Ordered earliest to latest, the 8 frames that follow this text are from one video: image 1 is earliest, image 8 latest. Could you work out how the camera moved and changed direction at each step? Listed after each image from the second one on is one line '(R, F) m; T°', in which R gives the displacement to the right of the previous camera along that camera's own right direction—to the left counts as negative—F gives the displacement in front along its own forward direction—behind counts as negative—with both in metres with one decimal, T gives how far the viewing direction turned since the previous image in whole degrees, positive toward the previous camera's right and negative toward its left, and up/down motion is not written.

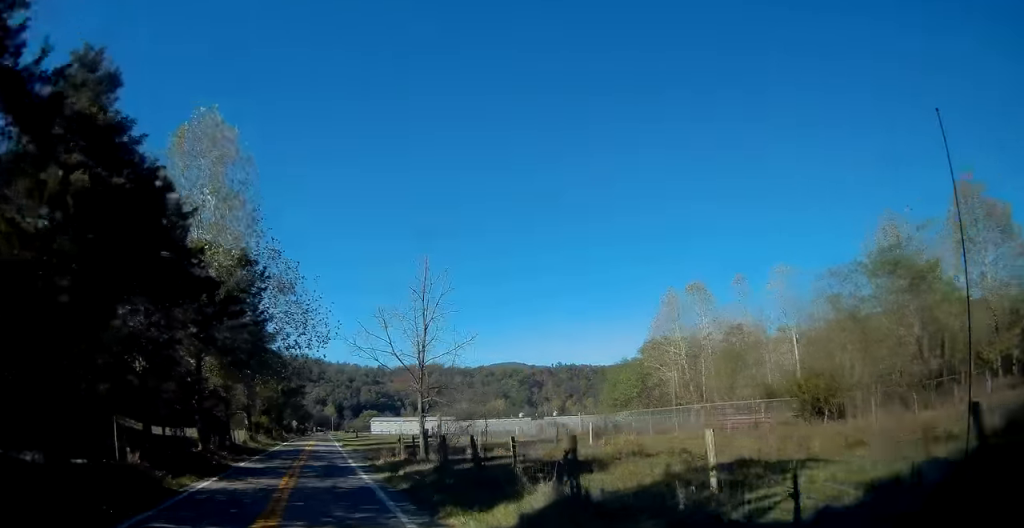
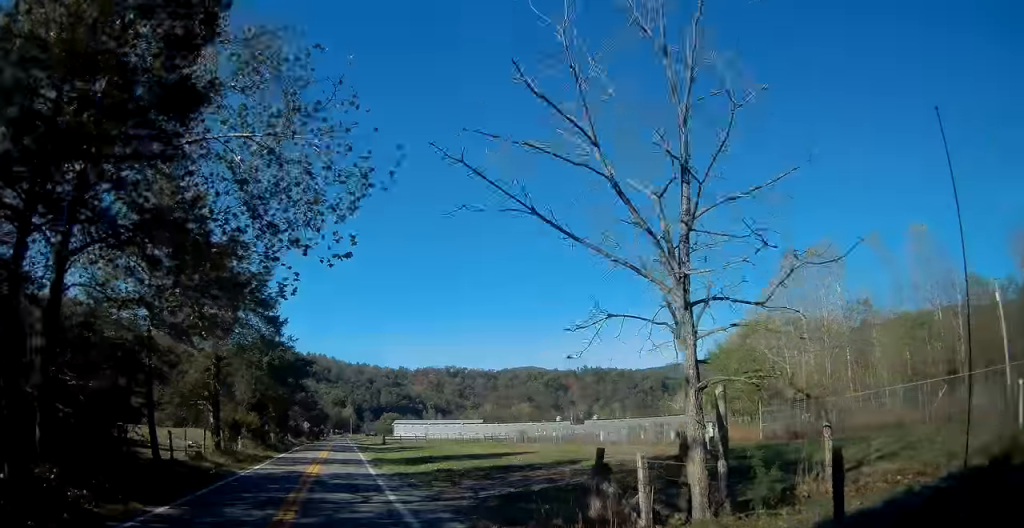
(-1.8, +20.5) m; -7°
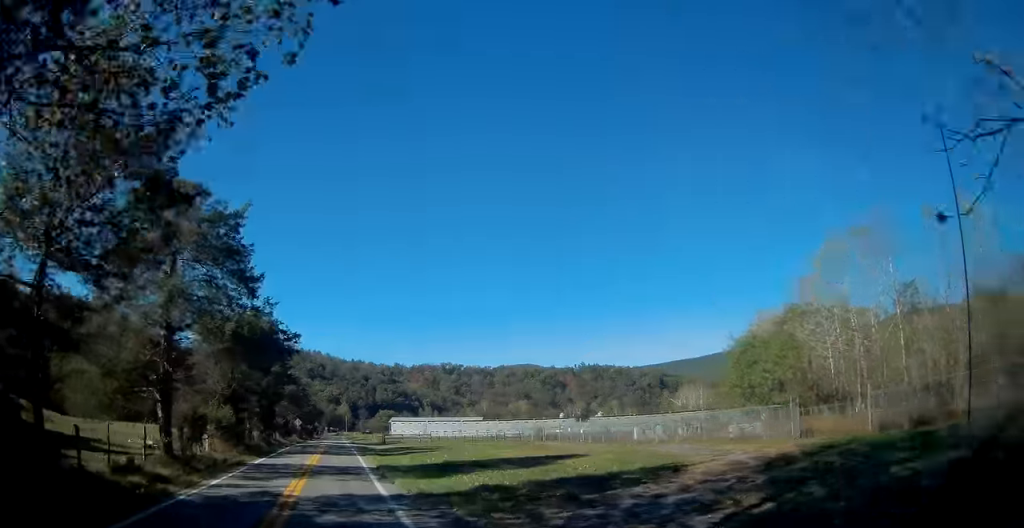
(0.0, +8.3) m; 0°
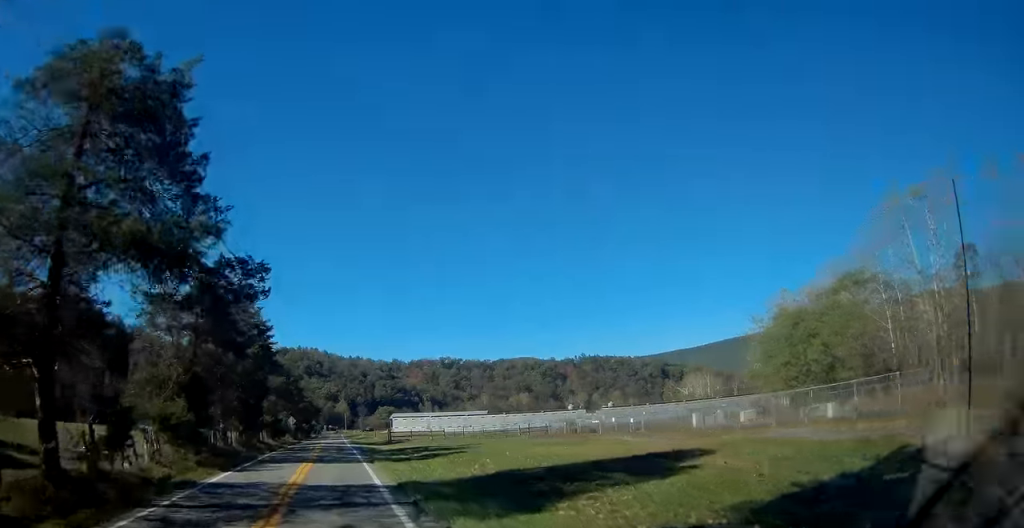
(0.0, +9.5) m; 0°
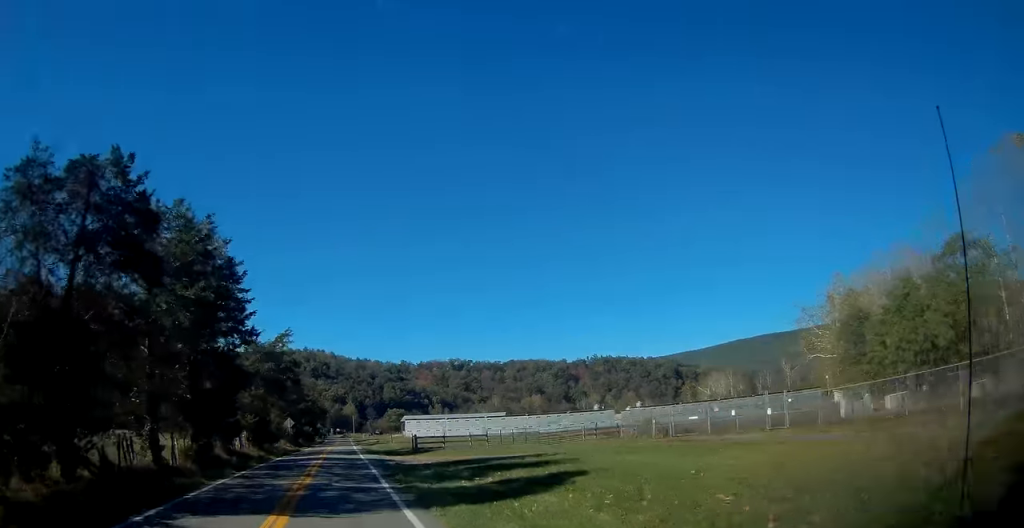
(-0.1, +15.0) m; 0°
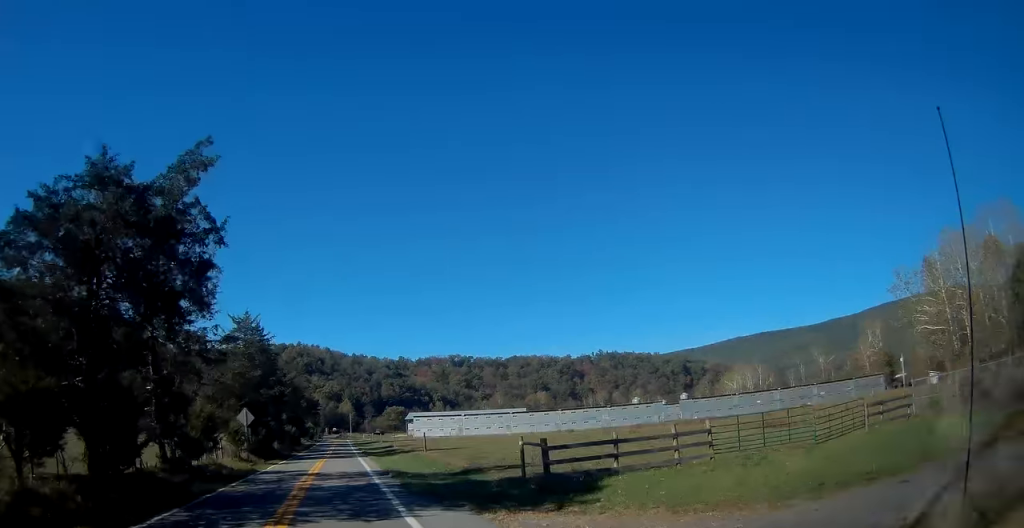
(+0.1, +29.6) m; 0°
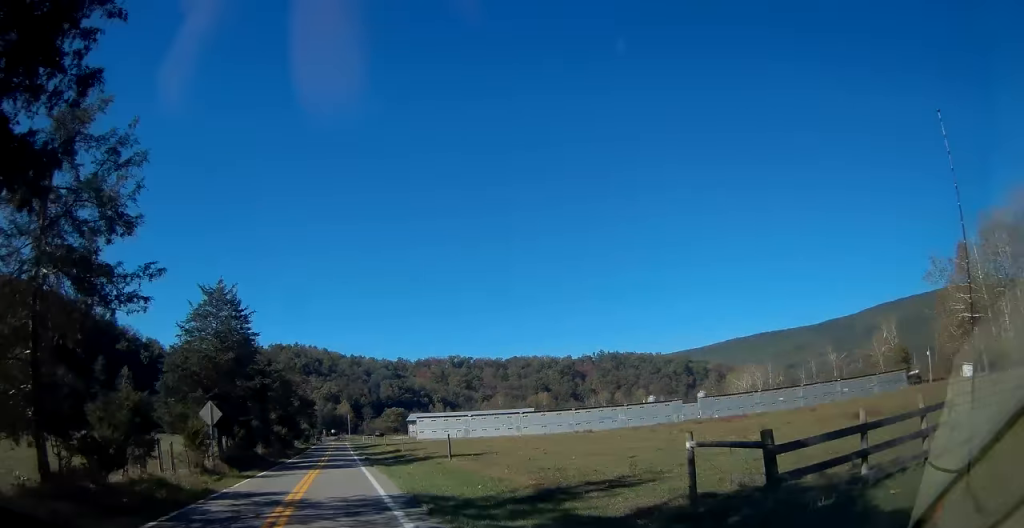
(-0.2, +9.8) m; 0°
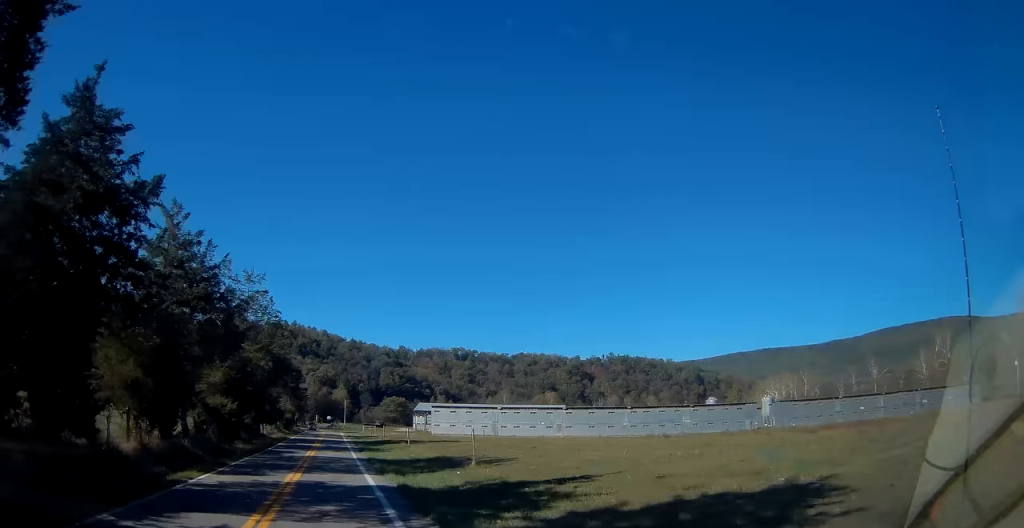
(+0.4, +29.2) m; +1°
